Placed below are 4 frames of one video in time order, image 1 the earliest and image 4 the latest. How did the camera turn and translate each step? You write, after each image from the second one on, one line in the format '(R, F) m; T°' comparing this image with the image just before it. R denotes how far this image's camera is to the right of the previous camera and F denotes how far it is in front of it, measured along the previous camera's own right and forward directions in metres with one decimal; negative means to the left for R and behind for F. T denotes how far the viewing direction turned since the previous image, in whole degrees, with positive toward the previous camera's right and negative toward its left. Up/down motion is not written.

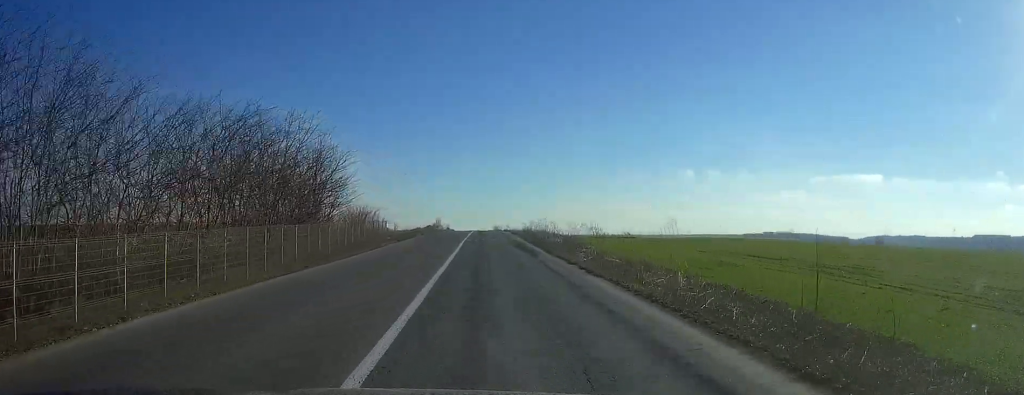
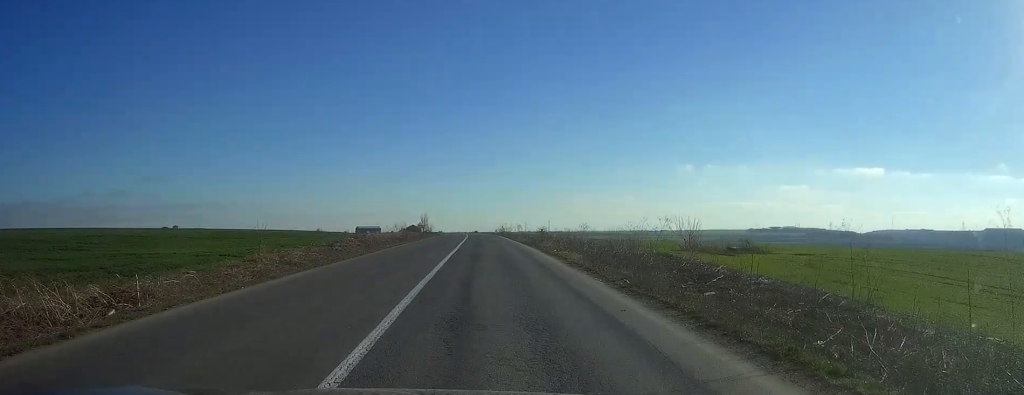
(0.0, +60.2) m; 0°
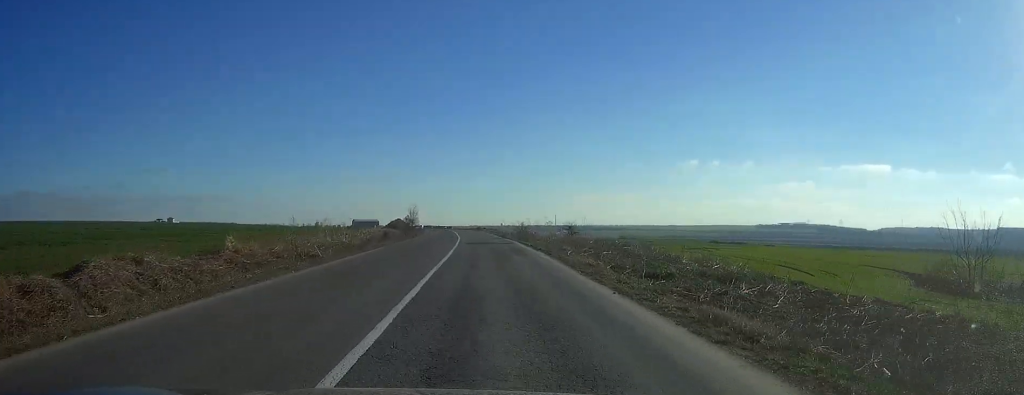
(0.0, +44.7) m; 0°
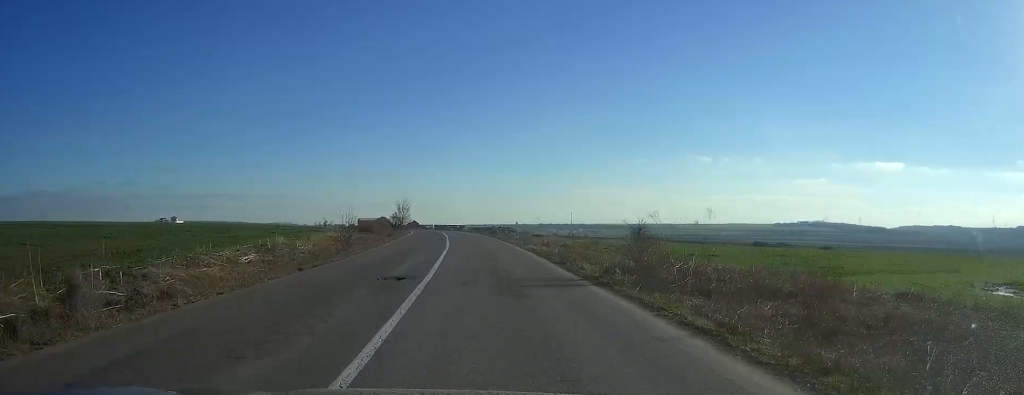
(0.0, +43.8) m; 0°
